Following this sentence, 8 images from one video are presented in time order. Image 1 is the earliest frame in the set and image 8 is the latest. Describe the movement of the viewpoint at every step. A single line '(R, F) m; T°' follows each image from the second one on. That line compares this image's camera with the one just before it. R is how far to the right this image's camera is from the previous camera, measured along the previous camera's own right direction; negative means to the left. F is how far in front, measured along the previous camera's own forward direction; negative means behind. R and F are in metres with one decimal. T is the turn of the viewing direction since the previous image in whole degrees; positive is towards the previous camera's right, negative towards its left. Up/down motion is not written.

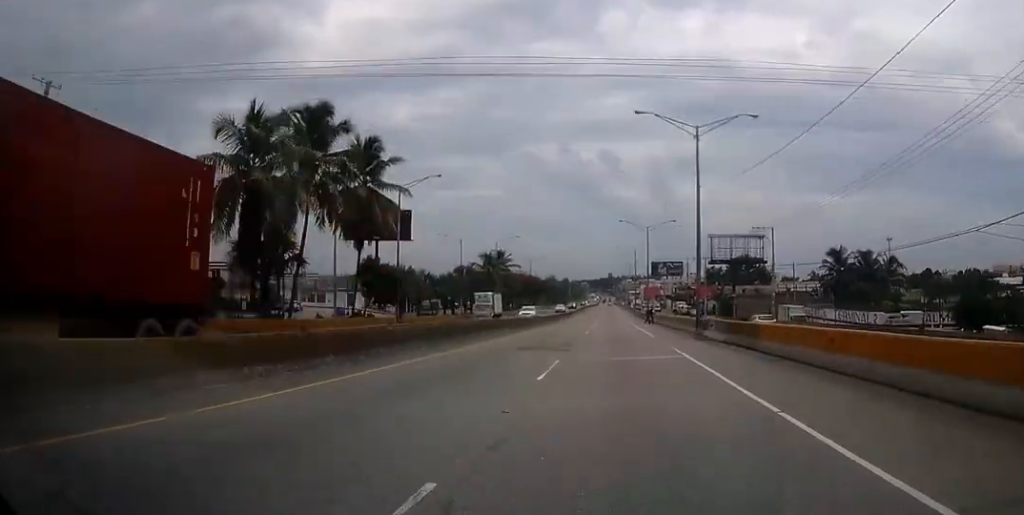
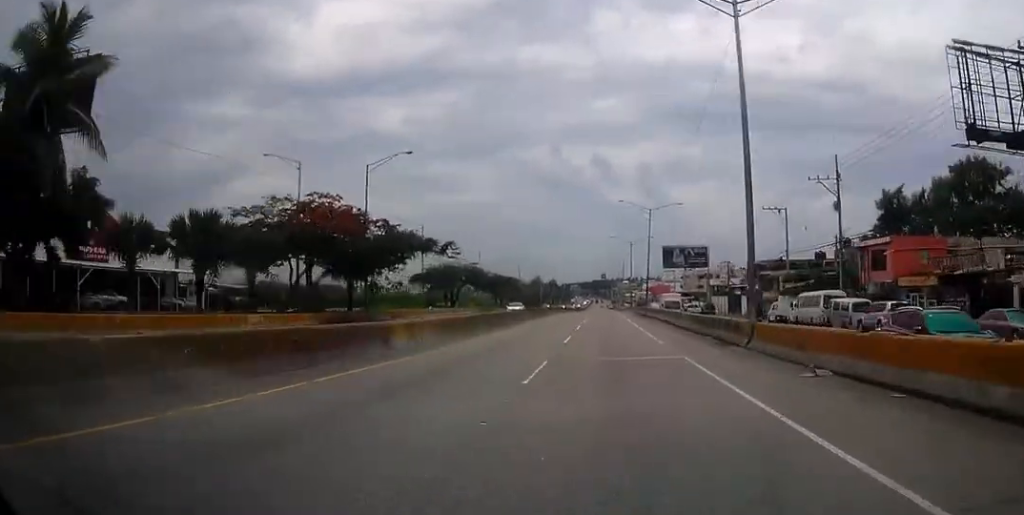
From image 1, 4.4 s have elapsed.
(+0.5, +106.3) m; 0°
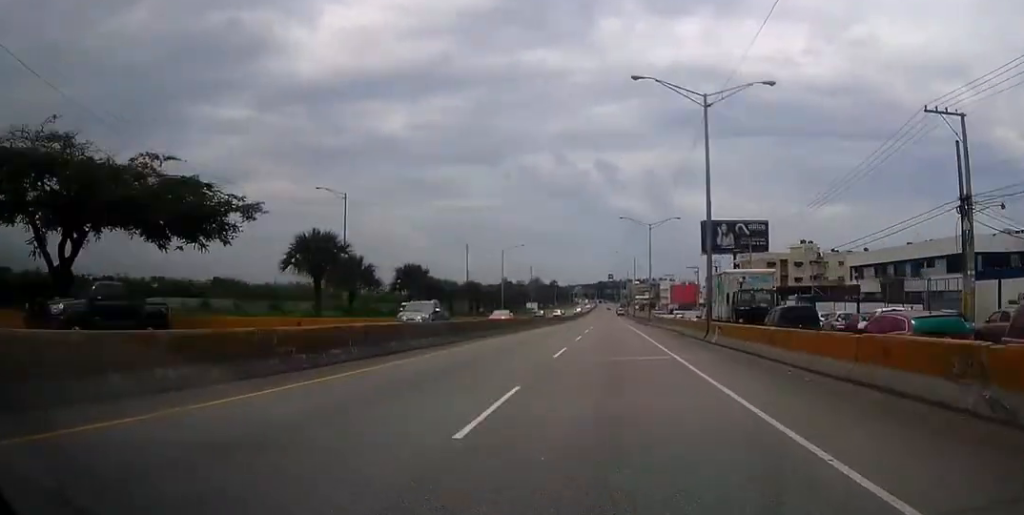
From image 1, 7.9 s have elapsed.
(-0.4, +83.8) m; 0°
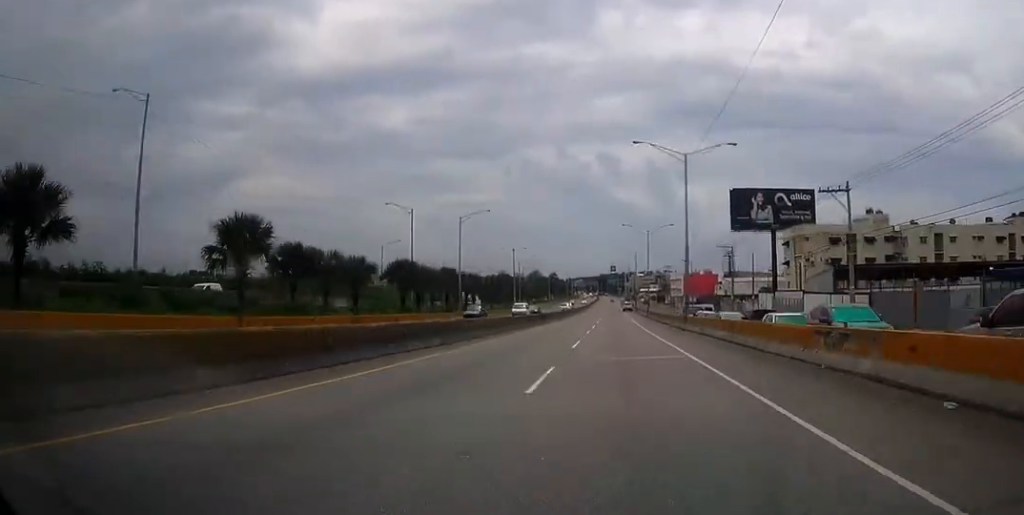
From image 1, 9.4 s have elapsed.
(0.0, +35.5) m; 0°
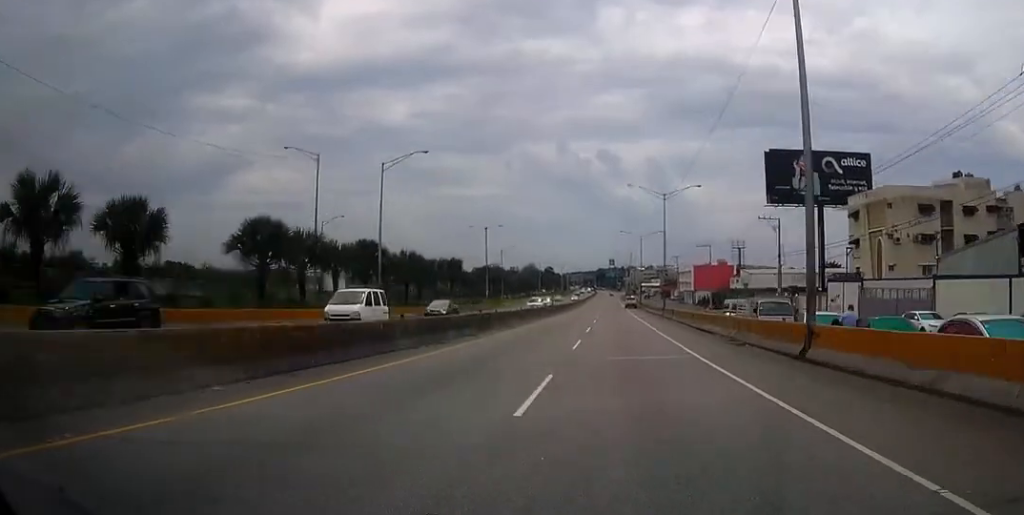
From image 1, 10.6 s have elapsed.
(+0.1, +28.1) m; 0°
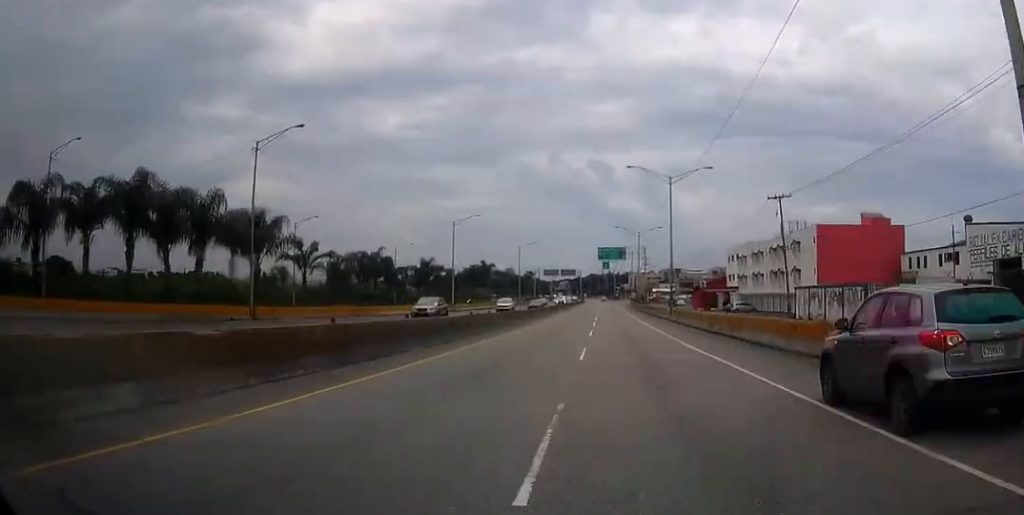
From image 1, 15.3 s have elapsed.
(+0.3, +107.7) m; +1°
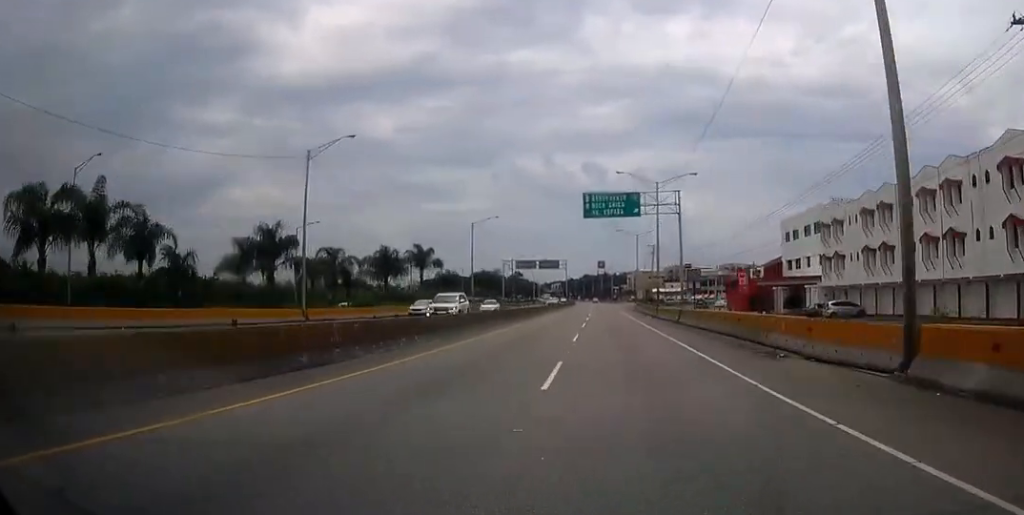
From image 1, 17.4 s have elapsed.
(+0.2, +46.0) m; 0°
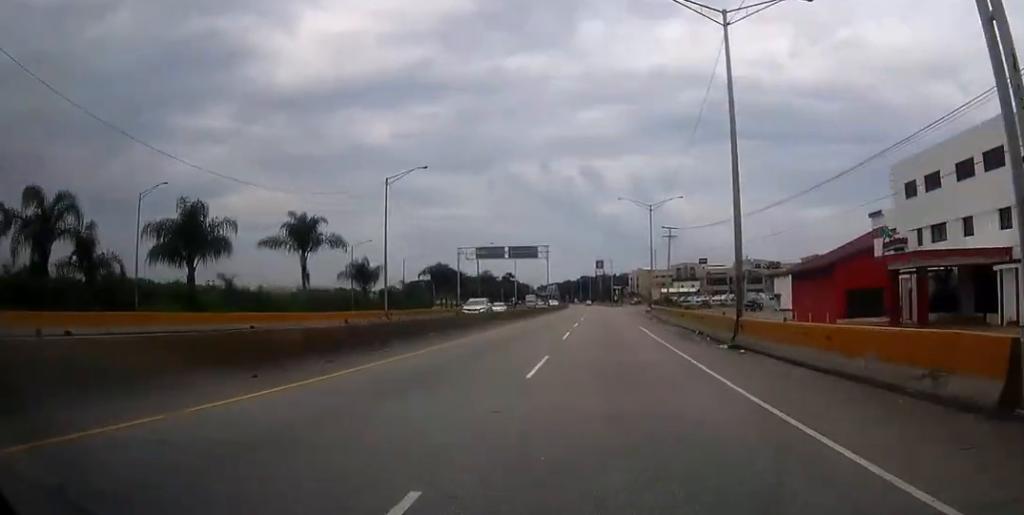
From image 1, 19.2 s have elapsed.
(0.0, +38.4) m; 0°
